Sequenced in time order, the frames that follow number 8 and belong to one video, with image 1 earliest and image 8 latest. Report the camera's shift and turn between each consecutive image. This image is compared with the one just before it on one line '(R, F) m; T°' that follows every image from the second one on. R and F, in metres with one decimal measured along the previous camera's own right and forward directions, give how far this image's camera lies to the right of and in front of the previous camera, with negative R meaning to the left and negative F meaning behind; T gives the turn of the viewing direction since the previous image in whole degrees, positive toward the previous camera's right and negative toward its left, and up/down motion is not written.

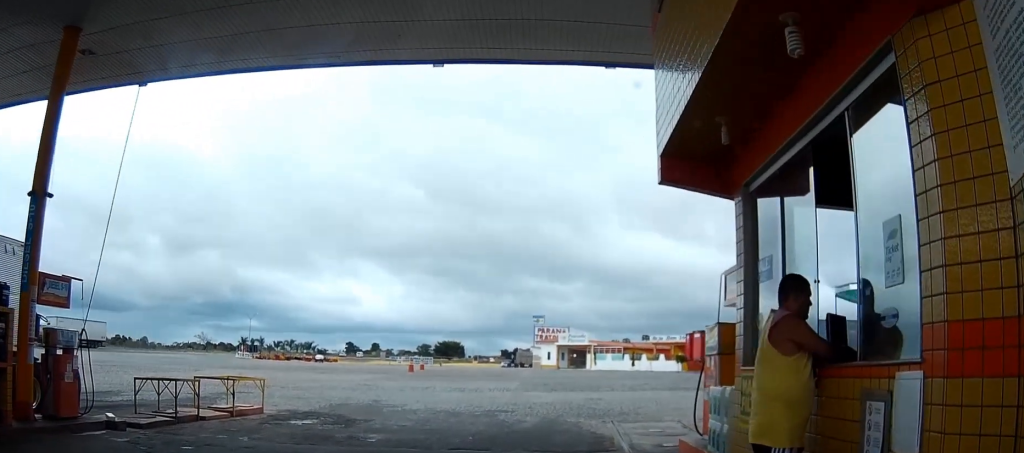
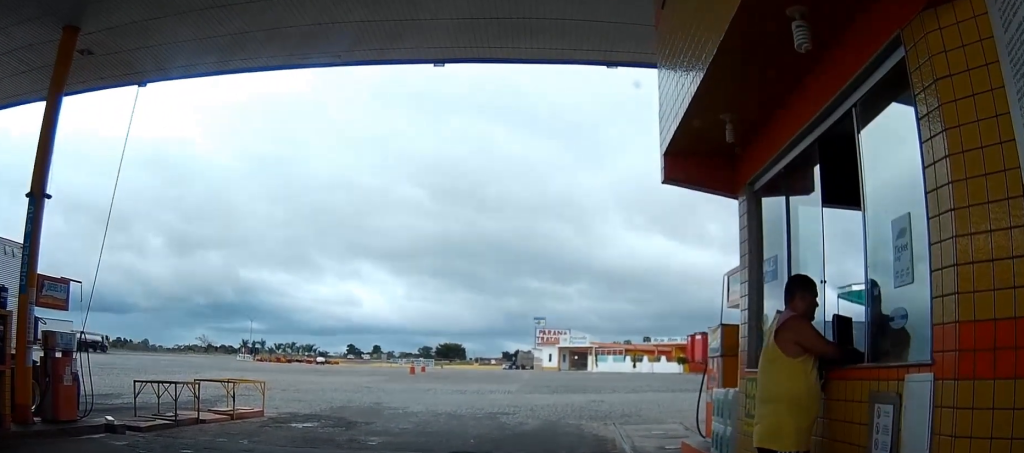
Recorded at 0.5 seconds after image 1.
(+0.1, 0.0) m; 0°
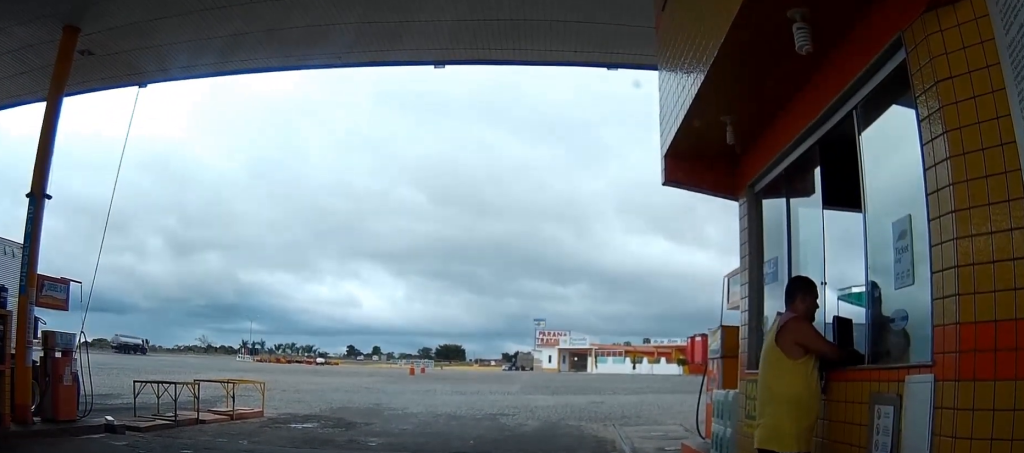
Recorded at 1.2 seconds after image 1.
(0.0, 0.0) m; 0°
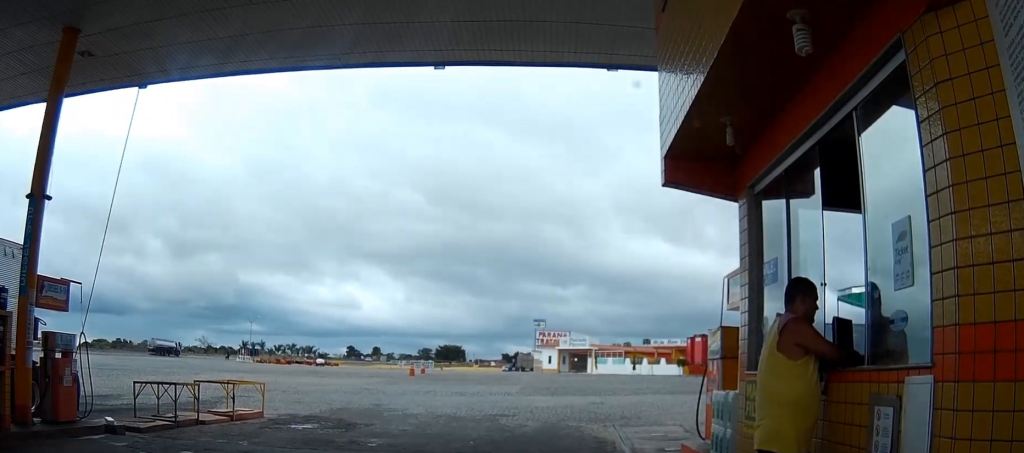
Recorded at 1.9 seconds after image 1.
(+0.1, 0.0) m; 0°
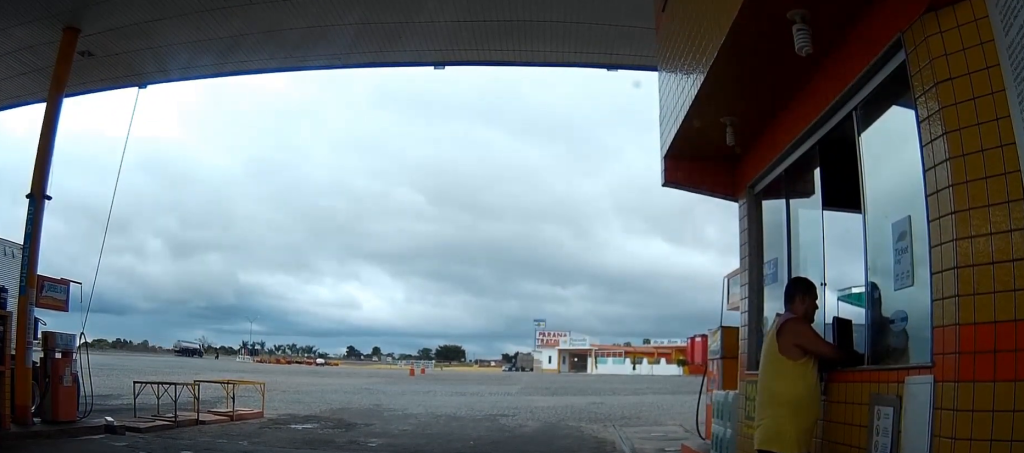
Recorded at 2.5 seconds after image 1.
(0.0, 0.0) m; 0°
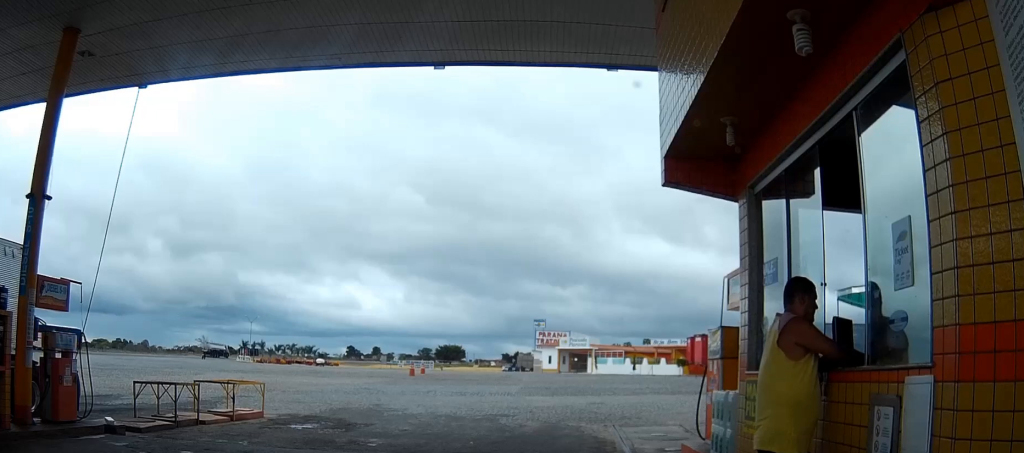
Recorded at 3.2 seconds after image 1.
(0.0, +0.1) m; 0°
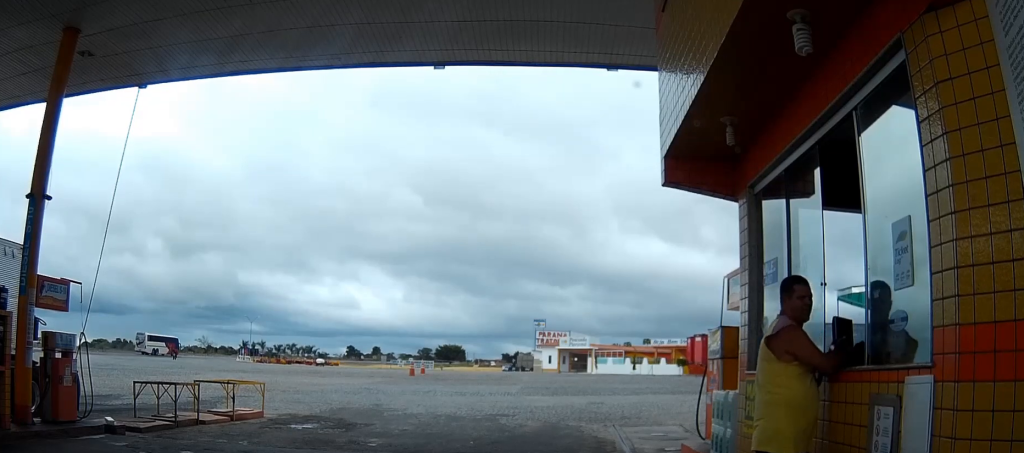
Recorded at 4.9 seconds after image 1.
(-0.1, +0.2) m; 0°
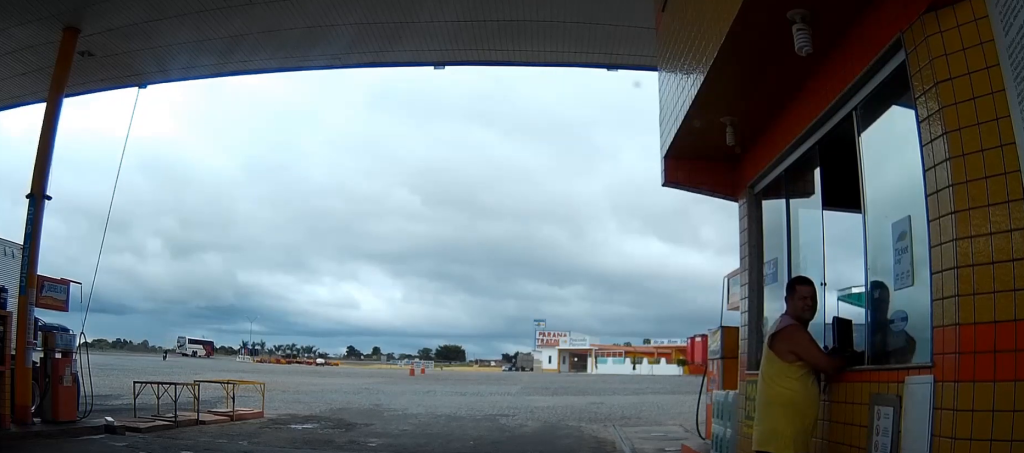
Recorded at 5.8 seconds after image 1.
(-0.1, 0.0) m; 0°
